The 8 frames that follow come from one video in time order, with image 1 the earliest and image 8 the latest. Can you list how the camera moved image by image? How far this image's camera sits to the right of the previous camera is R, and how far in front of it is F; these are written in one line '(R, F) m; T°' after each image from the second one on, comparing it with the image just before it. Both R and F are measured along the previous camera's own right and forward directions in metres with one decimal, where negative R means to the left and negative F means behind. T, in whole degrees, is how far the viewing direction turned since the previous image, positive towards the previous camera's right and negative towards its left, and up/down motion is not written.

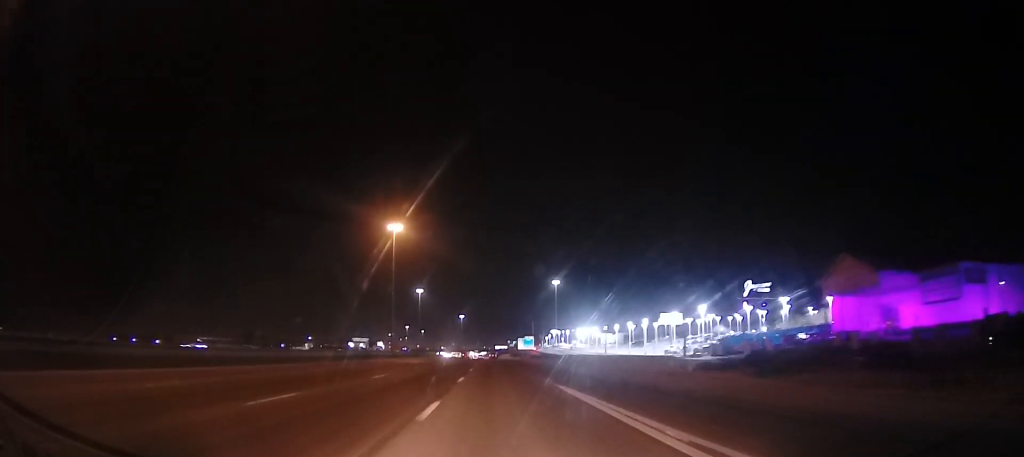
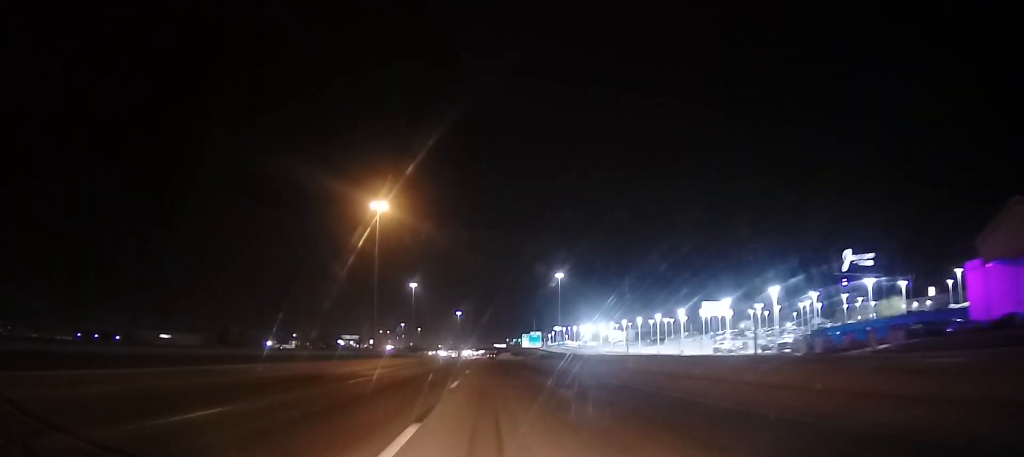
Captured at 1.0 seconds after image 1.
(+0.6, +28.3) m; +1°
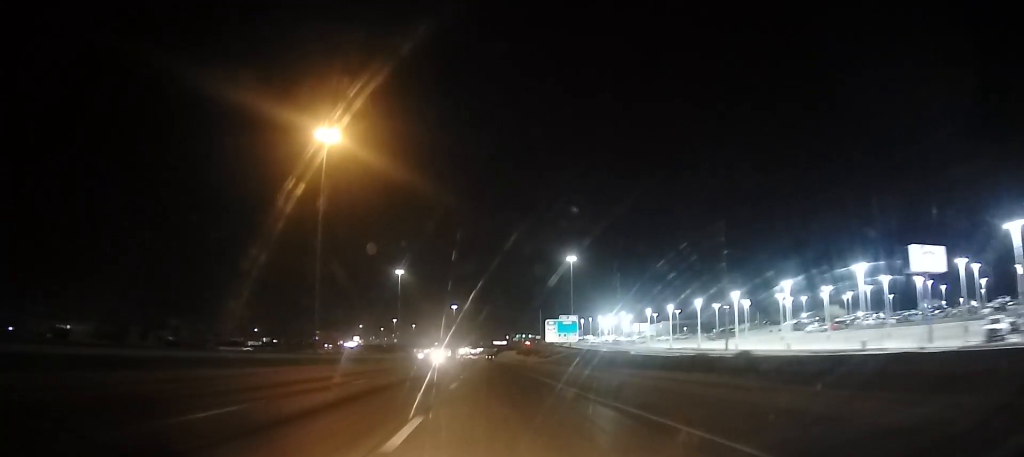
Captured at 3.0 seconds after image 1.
(+0.8, +59.8) m; +1°
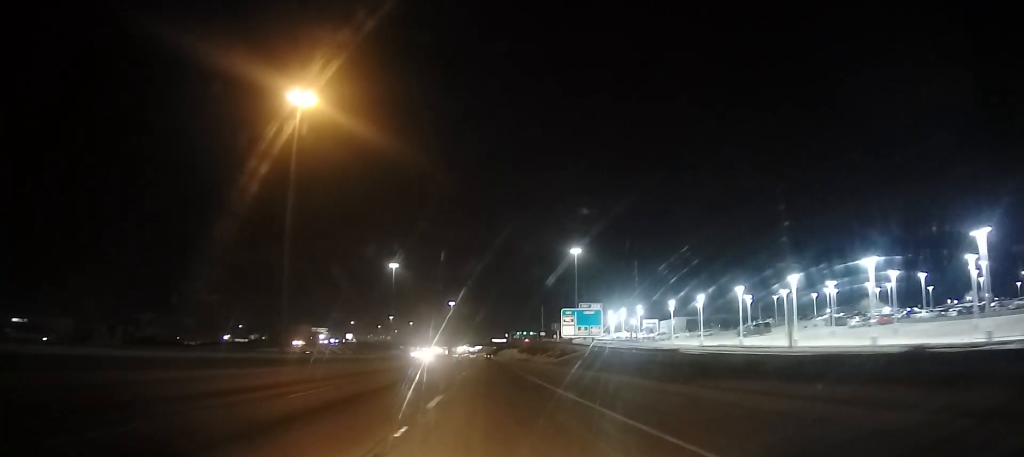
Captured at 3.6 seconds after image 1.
(-0.2, +18.6) m; -1°
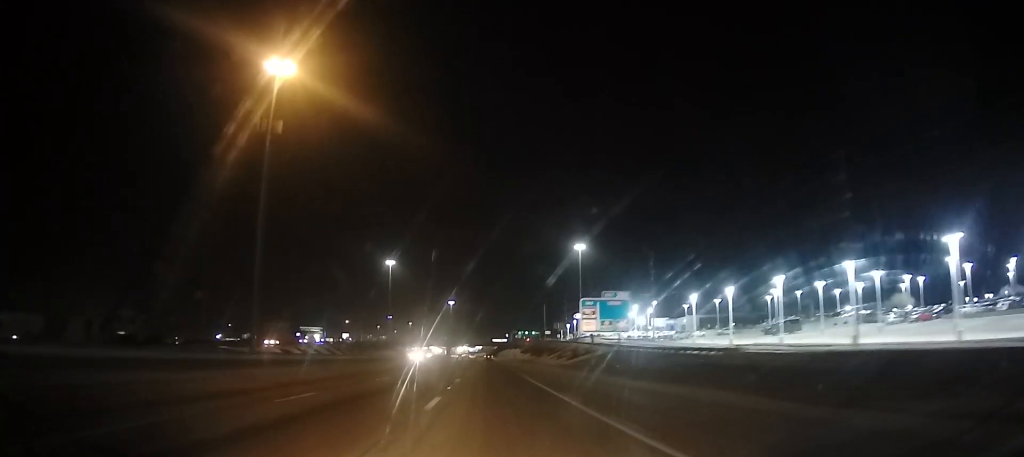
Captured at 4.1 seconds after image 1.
(+0.1, +12.8) m; -1°
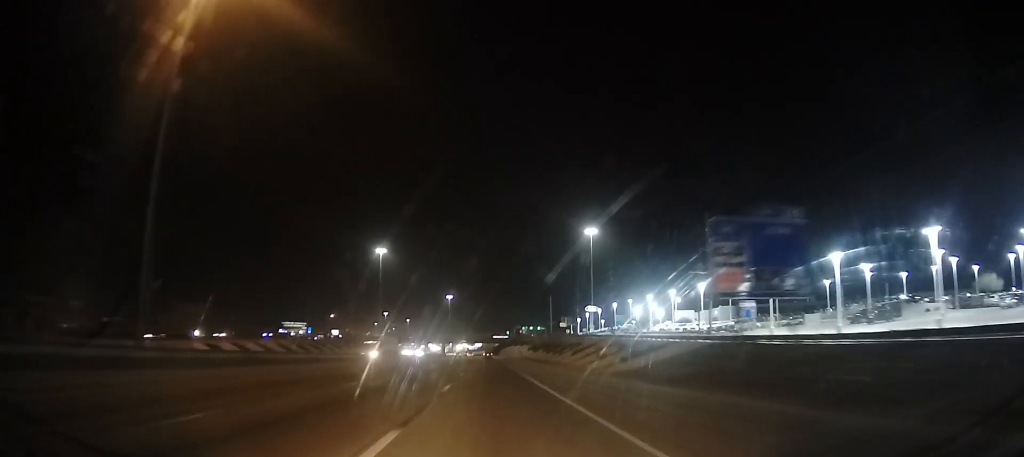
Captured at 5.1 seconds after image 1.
(-0.7, +30.4) m; -1°
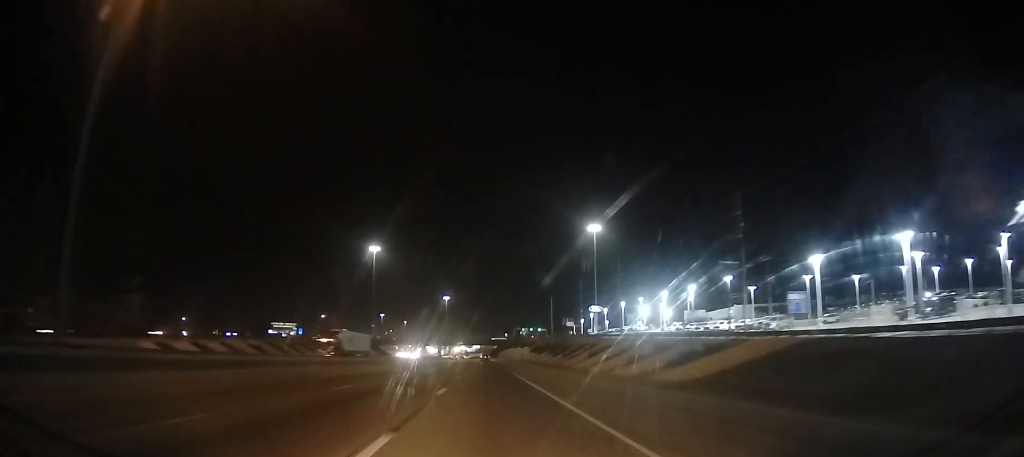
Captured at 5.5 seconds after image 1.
(+0.2, +12.8) m; +1°
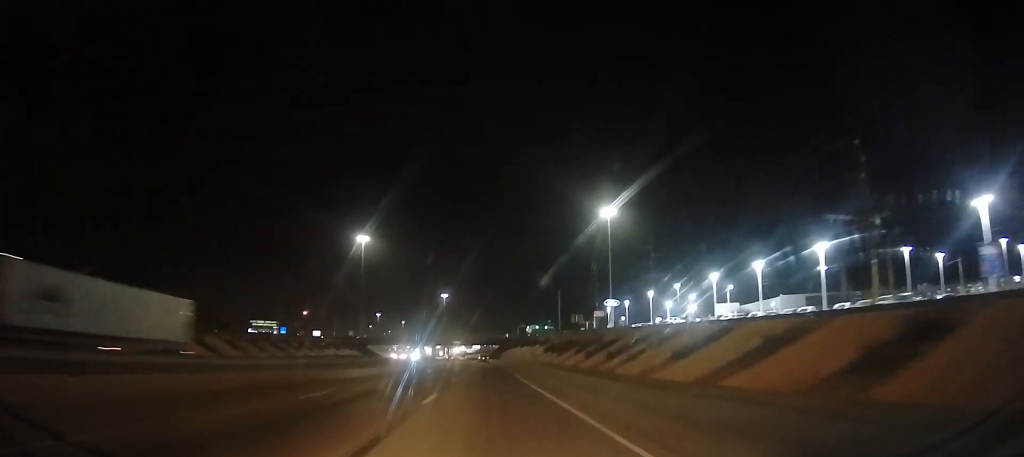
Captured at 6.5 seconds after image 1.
(+0.5, +27.7) m; +1°
